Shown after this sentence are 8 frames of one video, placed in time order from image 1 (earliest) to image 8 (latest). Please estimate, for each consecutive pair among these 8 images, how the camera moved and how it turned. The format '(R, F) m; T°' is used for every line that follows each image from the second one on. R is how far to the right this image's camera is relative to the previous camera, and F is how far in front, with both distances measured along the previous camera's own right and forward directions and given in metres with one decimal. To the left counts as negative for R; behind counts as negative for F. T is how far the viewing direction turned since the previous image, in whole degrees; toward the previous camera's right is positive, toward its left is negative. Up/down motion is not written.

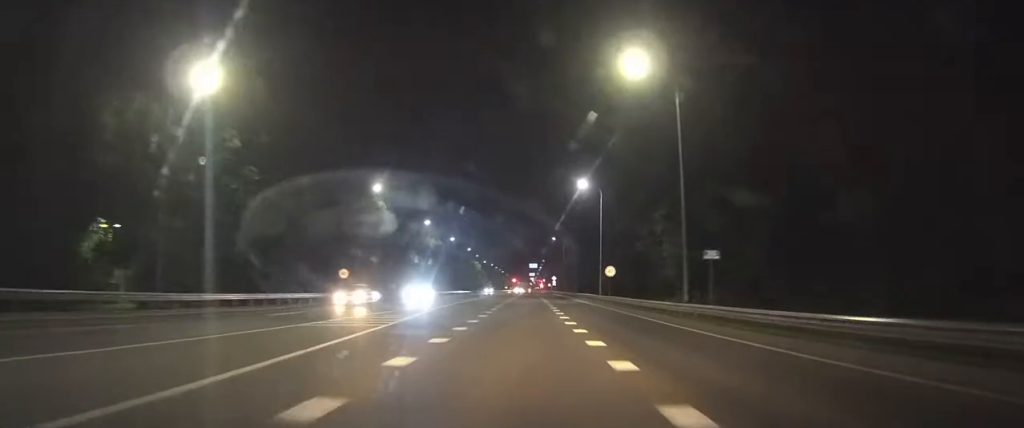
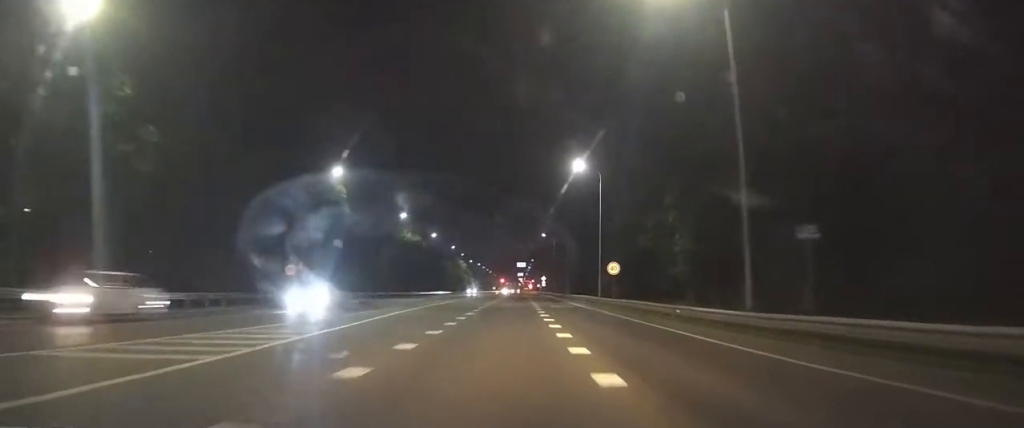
(0.0, +9.4) m; 0°
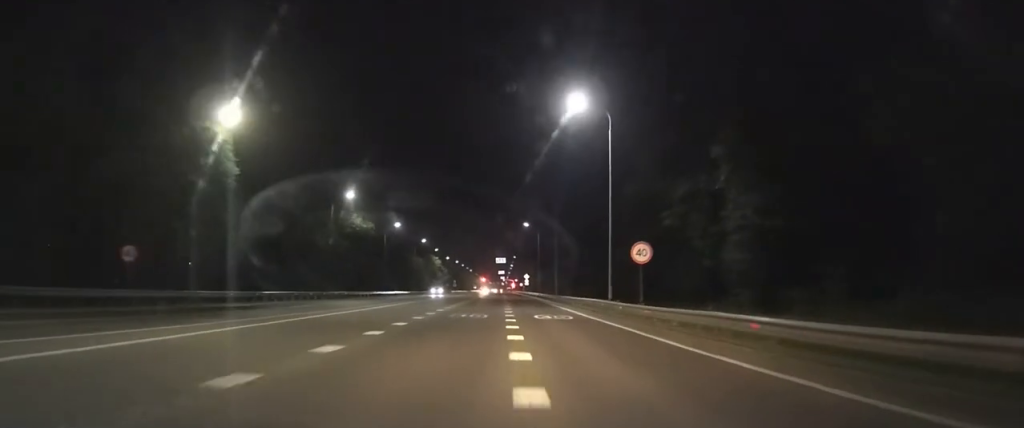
(0.0, +17.1) m; 0°
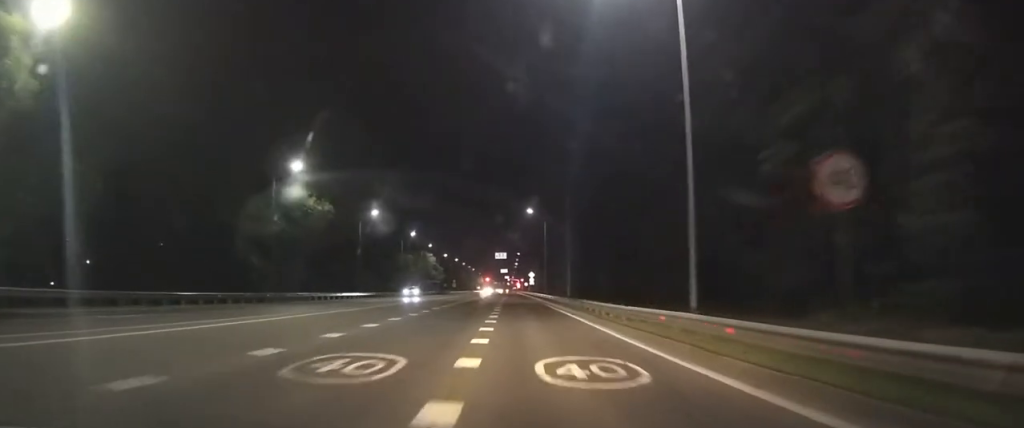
(0.0, +16.4) m; 0°
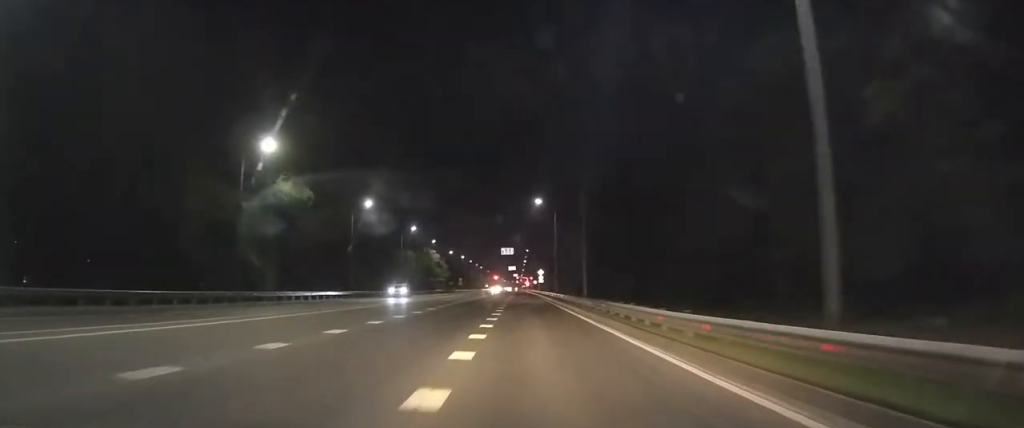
(0.0, +7.2) m; 0°
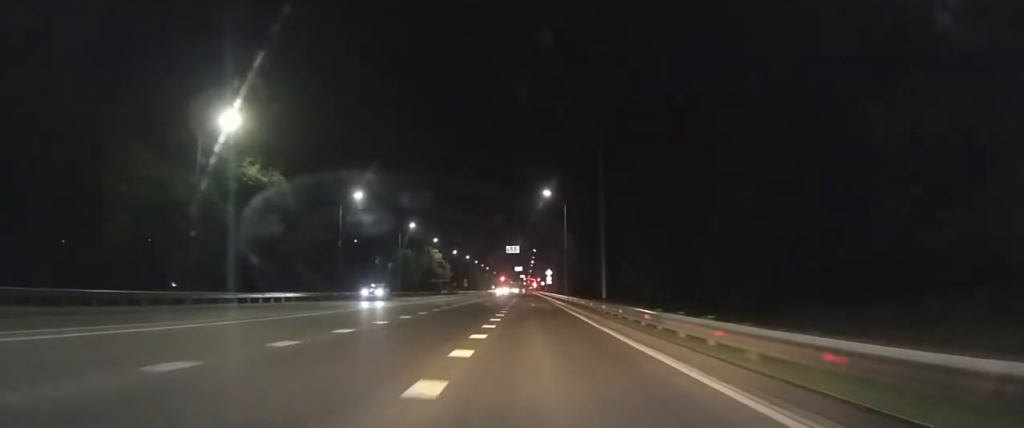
(0.0, +7.1) m; 0°
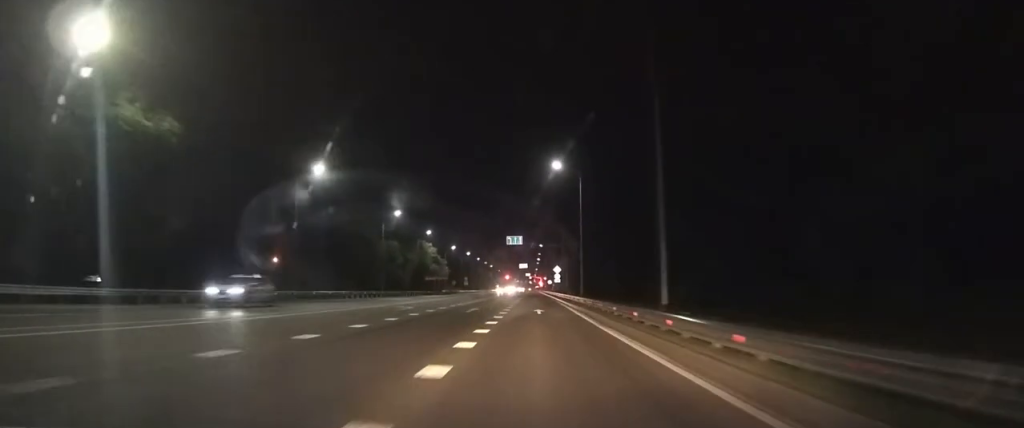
(0.0, +14.2) m; 0°
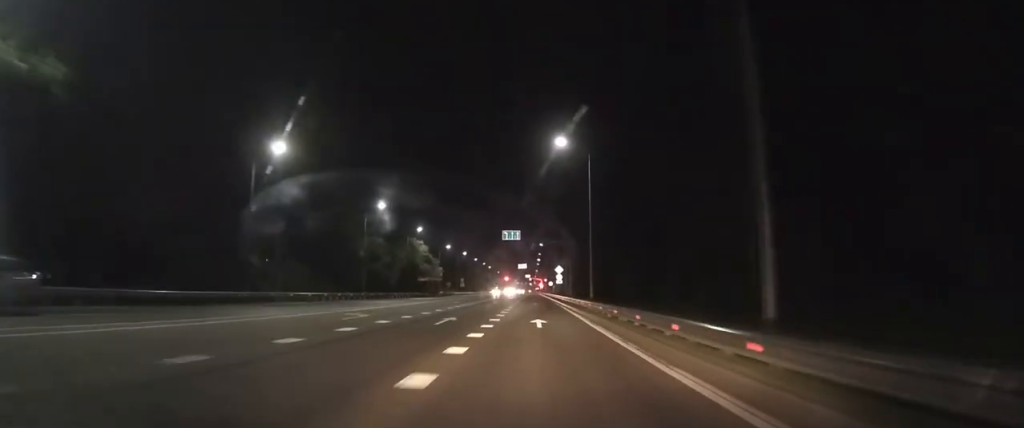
(0.0, +8.5) m; 0°
